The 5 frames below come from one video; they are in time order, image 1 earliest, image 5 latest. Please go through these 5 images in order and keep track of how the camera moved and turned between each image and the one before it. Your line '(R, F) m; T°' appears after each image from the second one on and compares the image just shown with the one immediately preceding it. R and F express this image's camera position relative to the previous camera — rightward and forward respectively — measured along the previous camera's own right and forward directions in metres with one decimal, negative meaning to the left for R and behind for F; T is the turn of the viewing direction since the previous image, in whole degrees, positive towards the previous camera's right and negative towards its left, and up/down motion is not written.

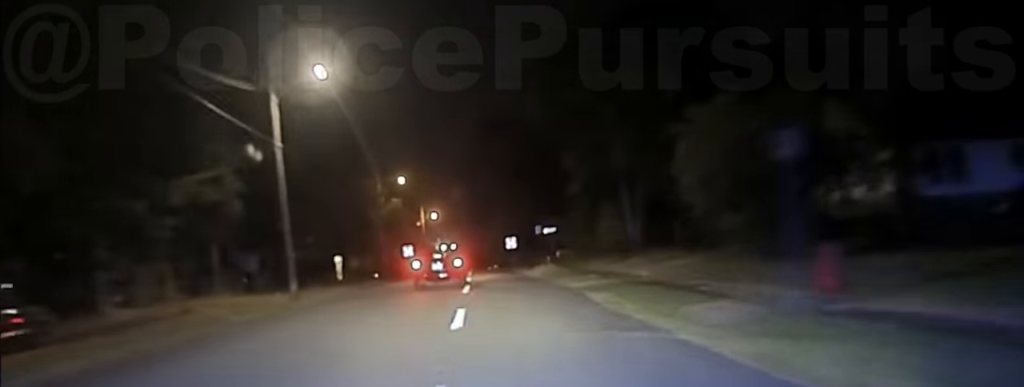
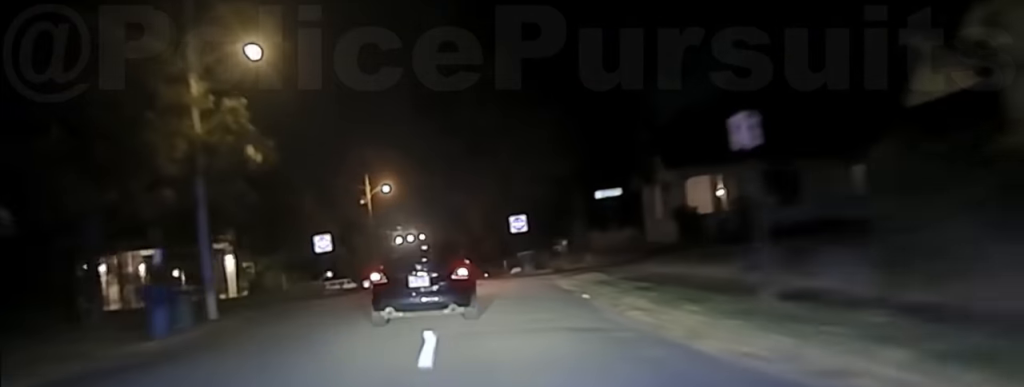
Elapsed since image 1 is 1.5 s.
(+0.1, +37.7) m; 0°
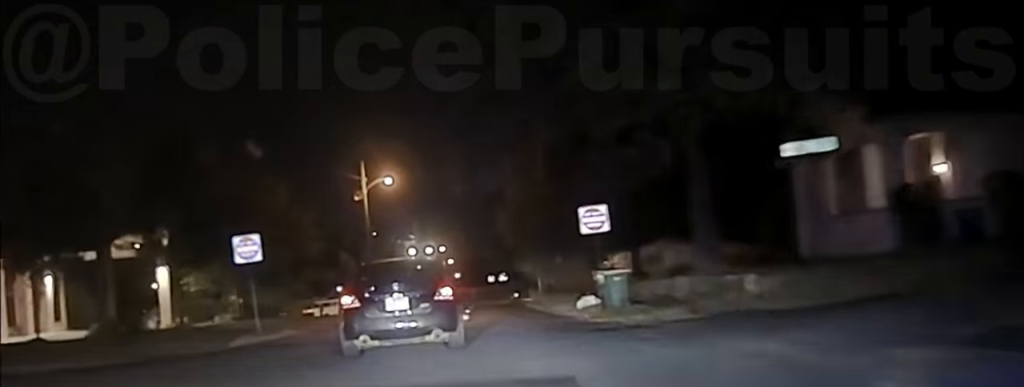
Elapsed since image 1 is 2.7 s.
(-0.2, +20.8) m; 0°
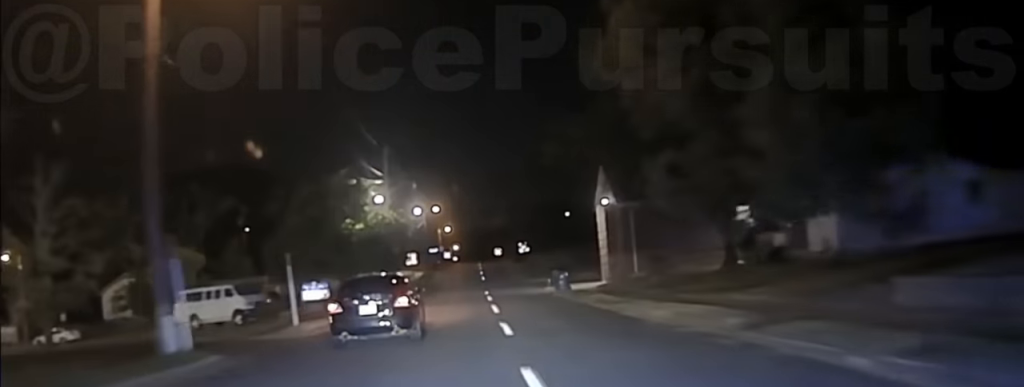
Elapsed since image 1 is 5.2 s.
(+0.3, +43.8) m; 0°
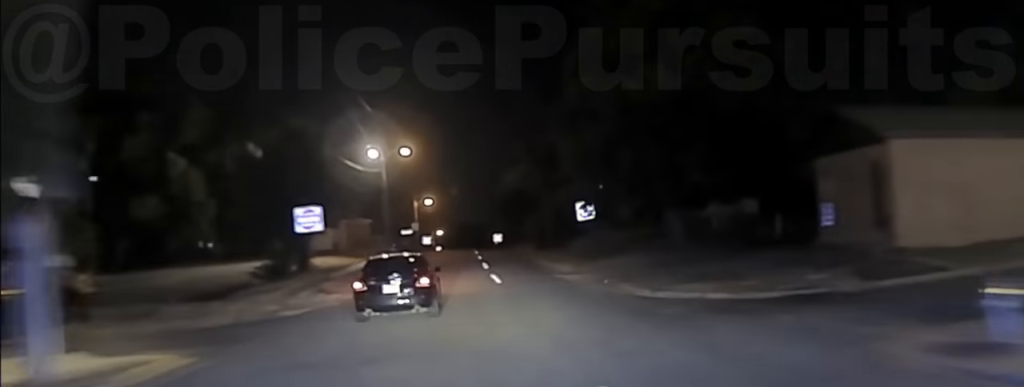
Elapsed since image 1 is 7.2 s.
(+0.4, +49.8) m; +1°
